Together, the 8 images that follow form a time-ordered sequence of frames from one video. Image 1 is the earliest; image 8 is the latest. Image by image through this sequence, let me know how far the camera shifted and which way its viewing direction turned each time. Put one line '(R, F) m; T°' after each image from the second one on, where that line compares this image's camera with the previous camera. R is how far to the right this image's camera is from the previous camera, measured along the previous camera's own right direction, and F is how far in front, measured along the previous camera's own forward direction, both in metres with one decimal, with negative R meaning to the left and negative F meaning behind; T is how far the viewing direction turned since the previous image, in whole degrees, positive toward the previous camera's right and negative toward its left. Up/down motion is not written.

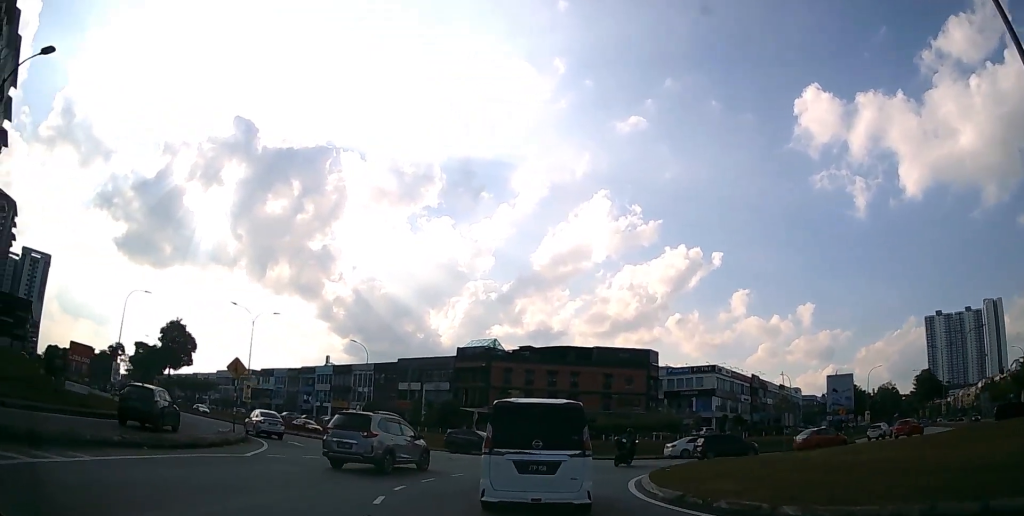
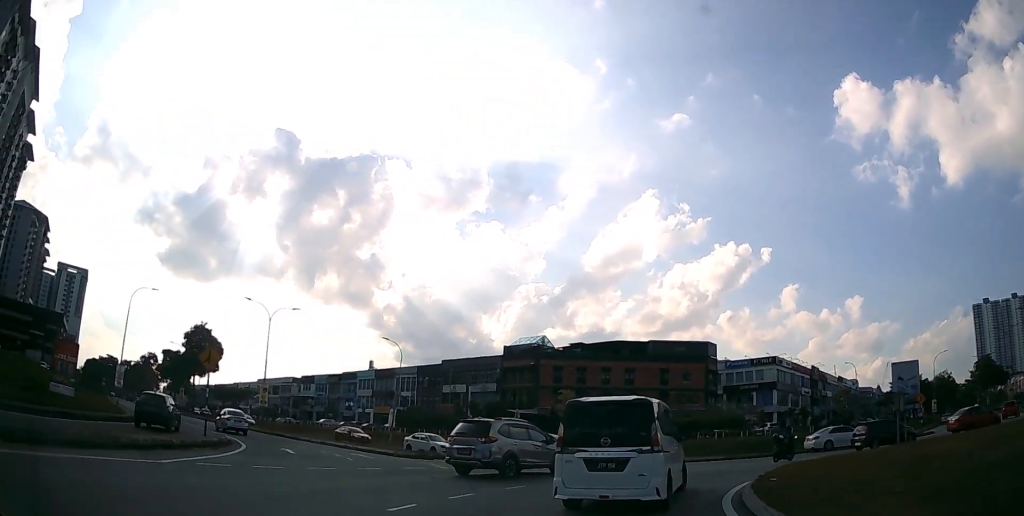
(-0.4, +5.7) m; -5°
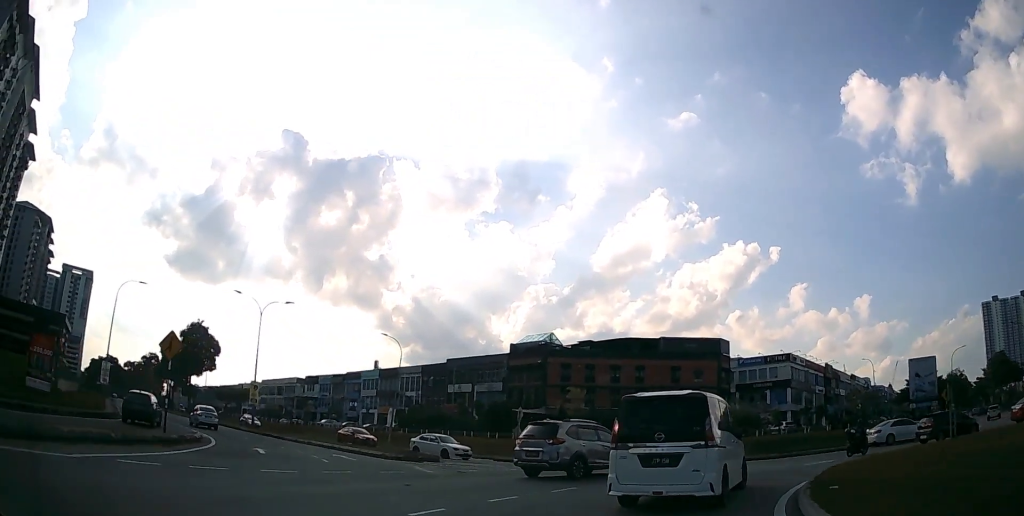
(-0.1, +2.9) m; 0°
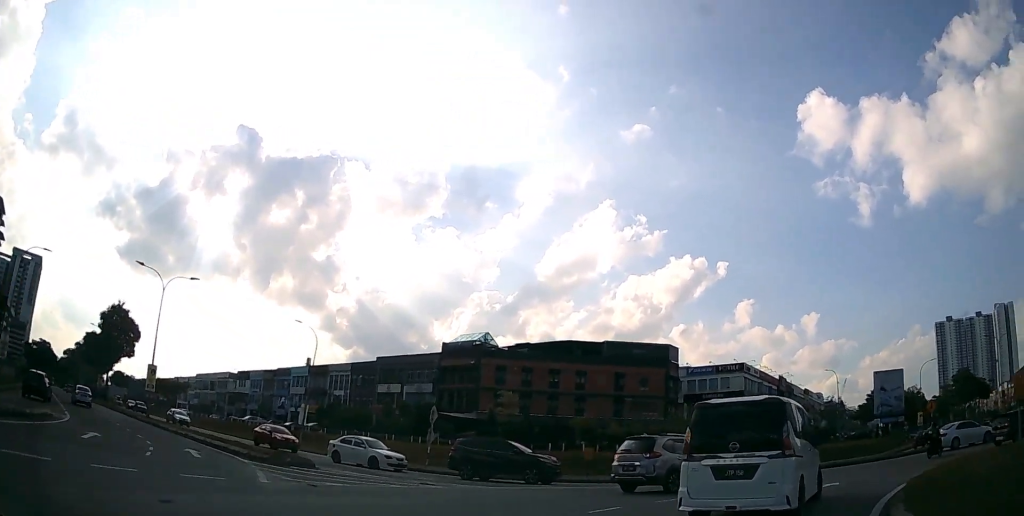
(+0.1, +5.8) m; +6°
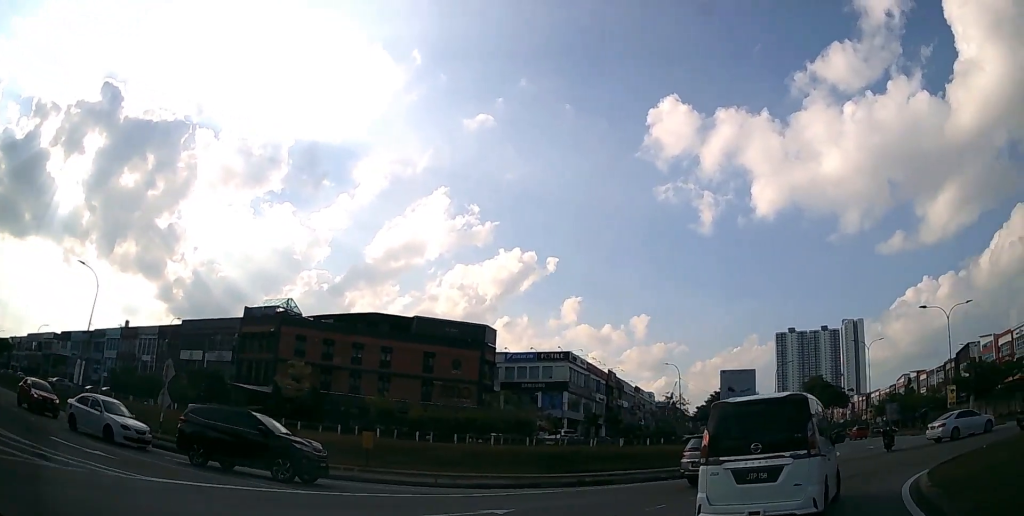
(+0.8, +7.7) m; +18°
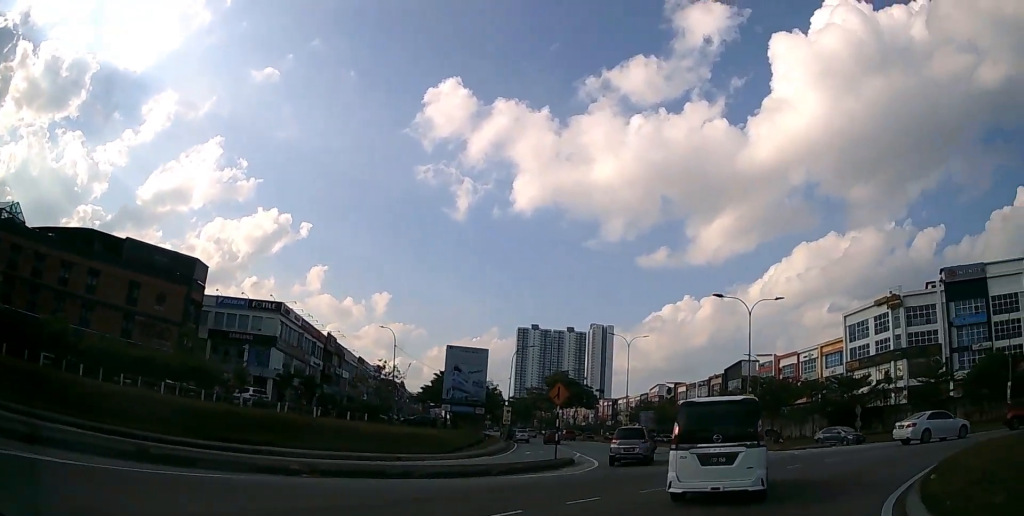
(+2.6, +9.9) m; +27°
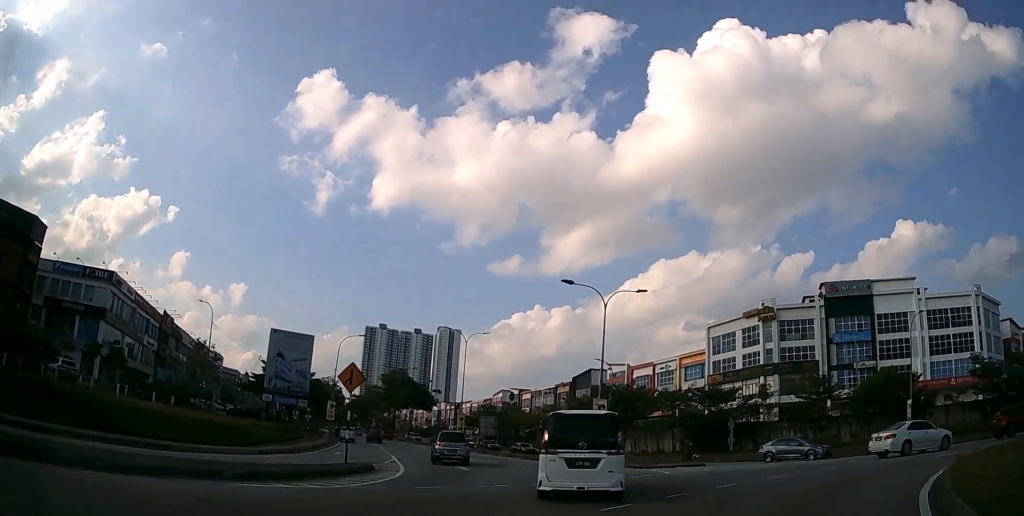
(+0.8, +5.9) m; +12°
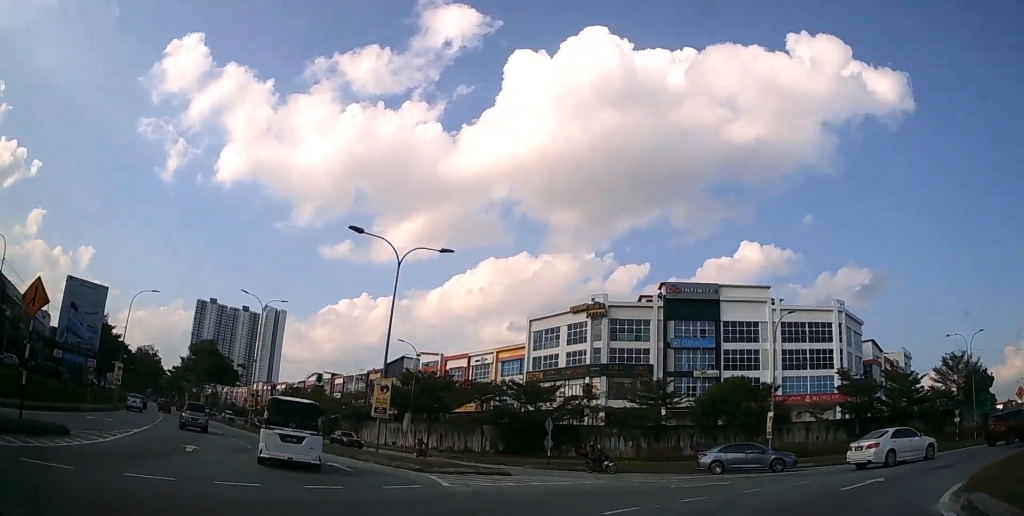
(+0.6, +7.0) m; +13°
